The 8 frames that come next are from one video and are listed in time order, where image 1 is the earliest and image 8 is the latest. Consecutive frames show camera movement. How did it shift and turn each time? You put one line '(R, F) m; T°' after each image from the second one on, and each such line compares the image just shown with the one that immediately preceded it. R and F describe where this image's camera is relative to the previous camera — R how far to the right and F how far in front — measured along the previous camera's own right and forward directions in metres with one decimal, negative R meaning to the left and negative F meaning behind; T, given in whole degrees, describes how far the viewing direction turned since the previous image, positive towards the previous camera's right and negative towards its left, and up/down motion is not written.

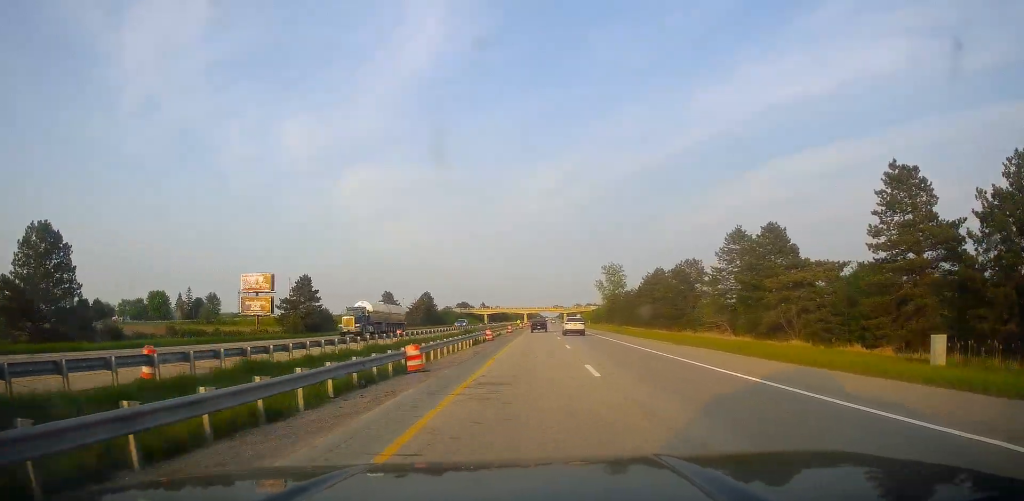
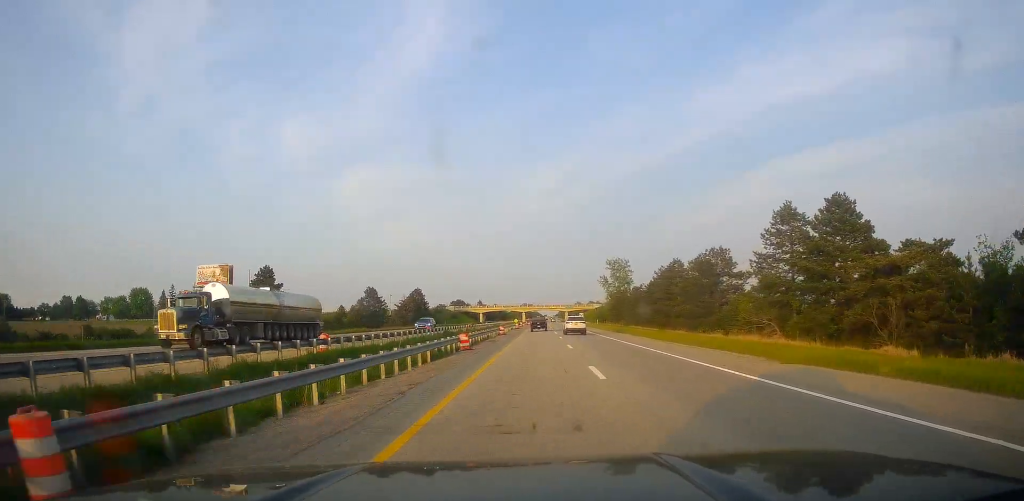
(-0.3, +16.3) m; 0°
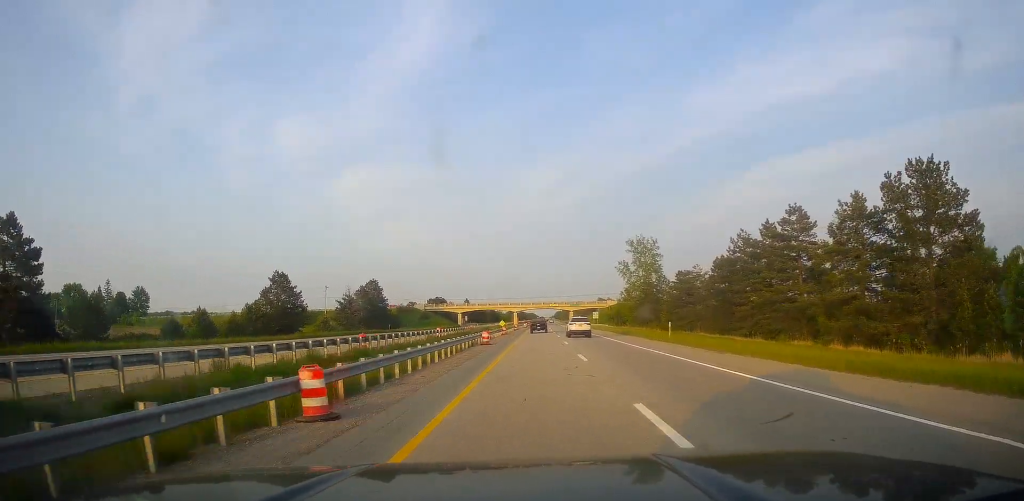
(+0.4, +53.7) m; +1°
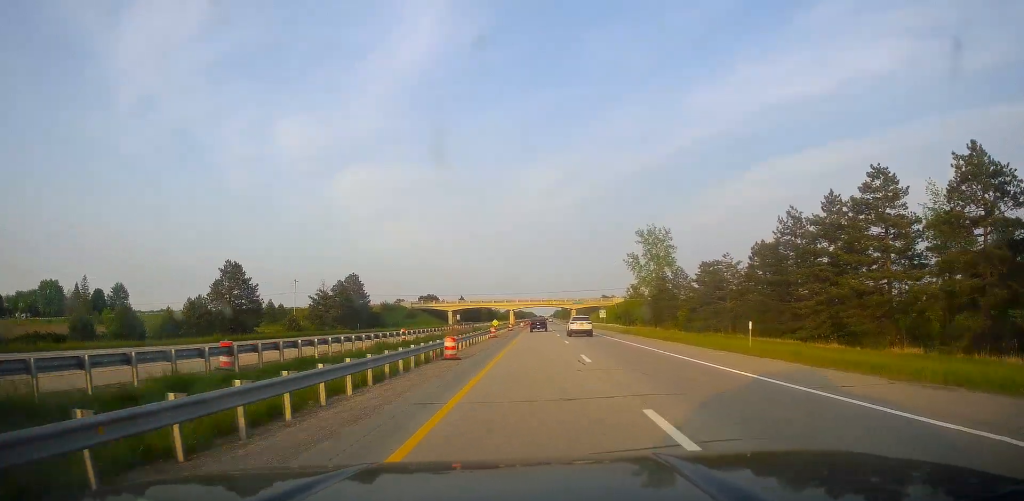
(0.0, +16.3) m; 0°
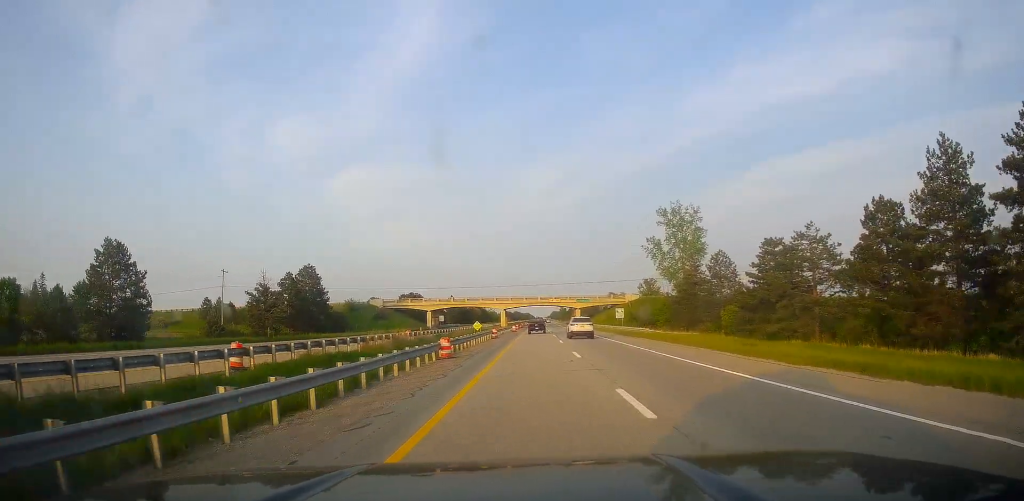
(0.0, +26.8) m; 0°
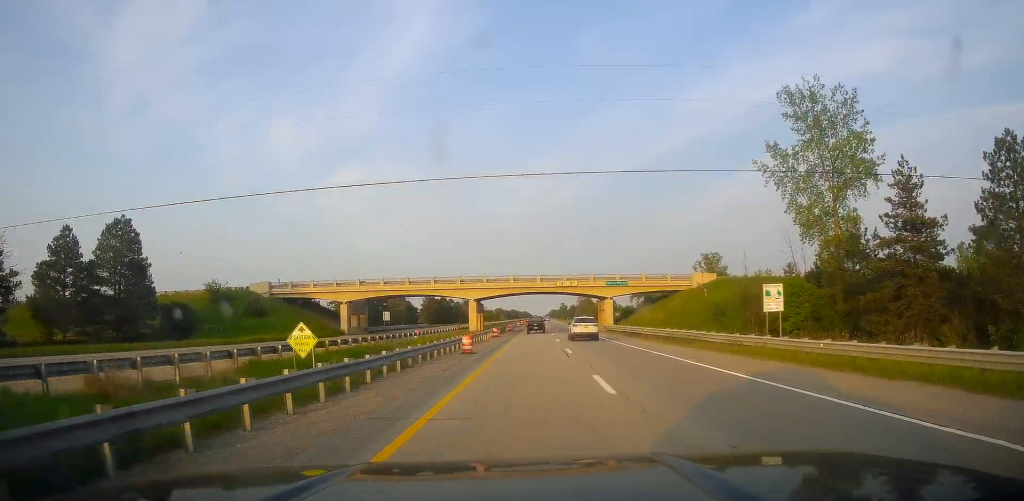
(+0.8, +57.2) m; +1°
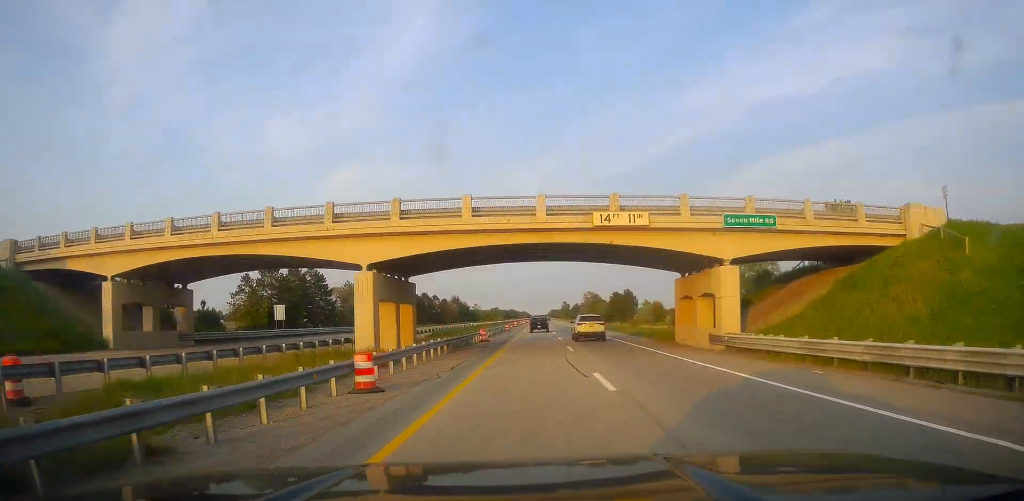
(-0.7, +45.0) m; -1°
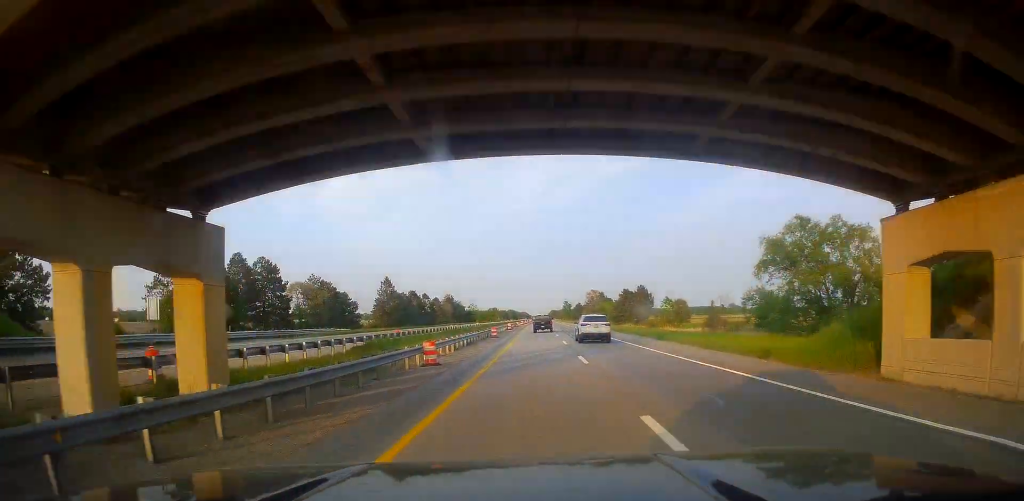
(-0.1, +22.6) m; +1°
